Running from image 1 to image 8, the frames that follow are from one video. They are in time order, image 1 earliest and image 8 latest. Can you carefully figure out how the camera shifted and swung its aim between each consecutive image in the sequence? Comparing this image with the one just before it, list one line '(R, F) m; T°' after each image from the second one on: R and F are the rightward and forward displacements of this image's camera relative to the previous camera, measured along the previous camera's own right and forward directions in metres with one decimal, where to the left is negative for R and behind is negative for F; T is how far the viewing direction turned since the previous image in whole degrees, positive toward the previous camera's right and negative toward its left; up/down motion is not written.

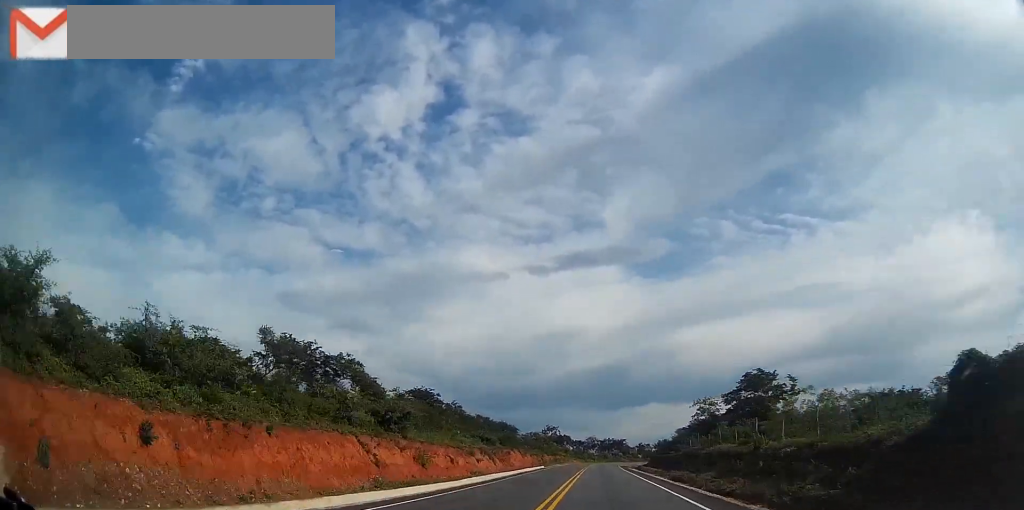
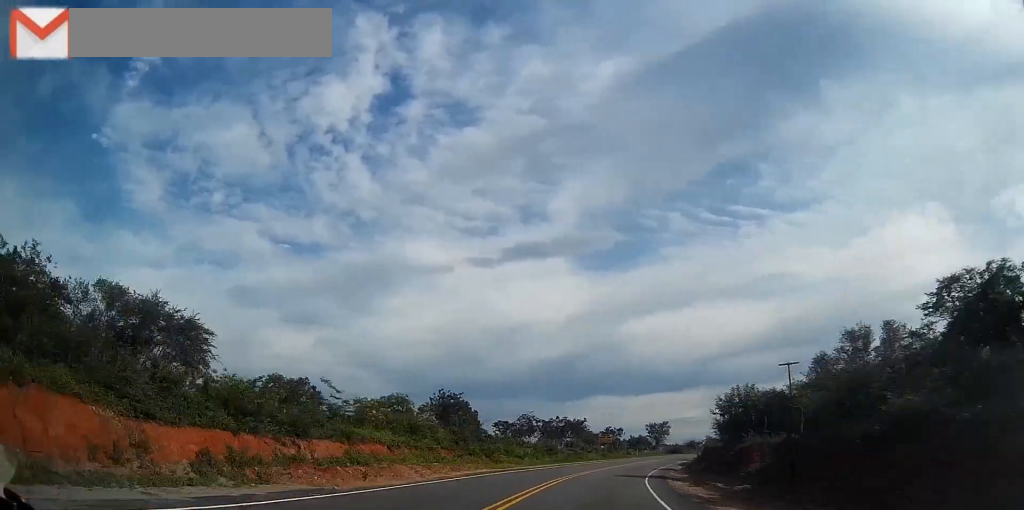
(+1.5, +80.5) m; +3°
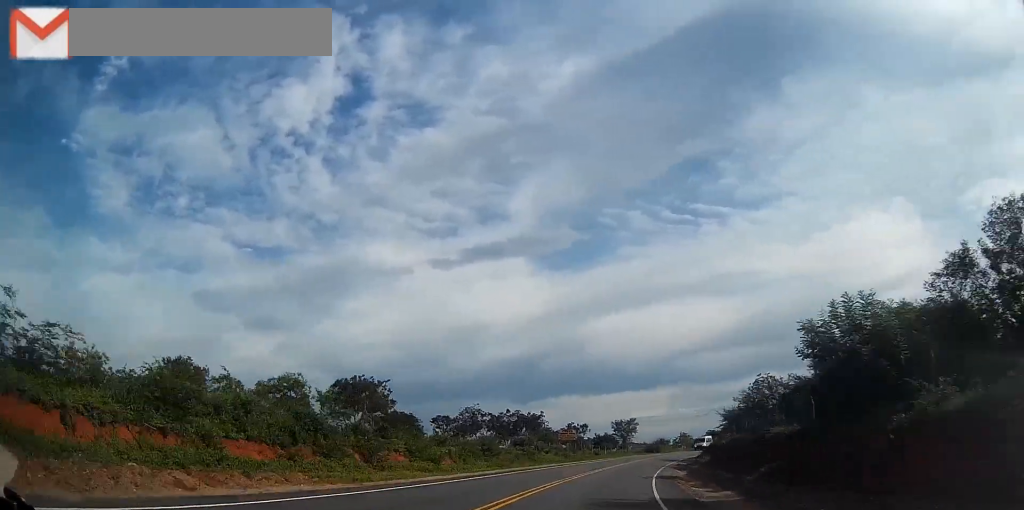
(0.0, +19.6) m; +2°
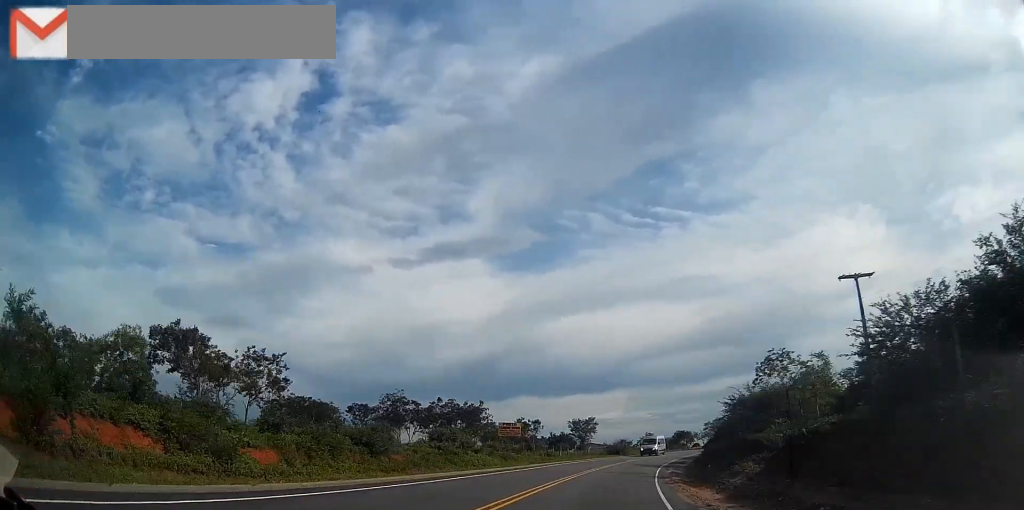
(+0.6, +17.8) m; +4°
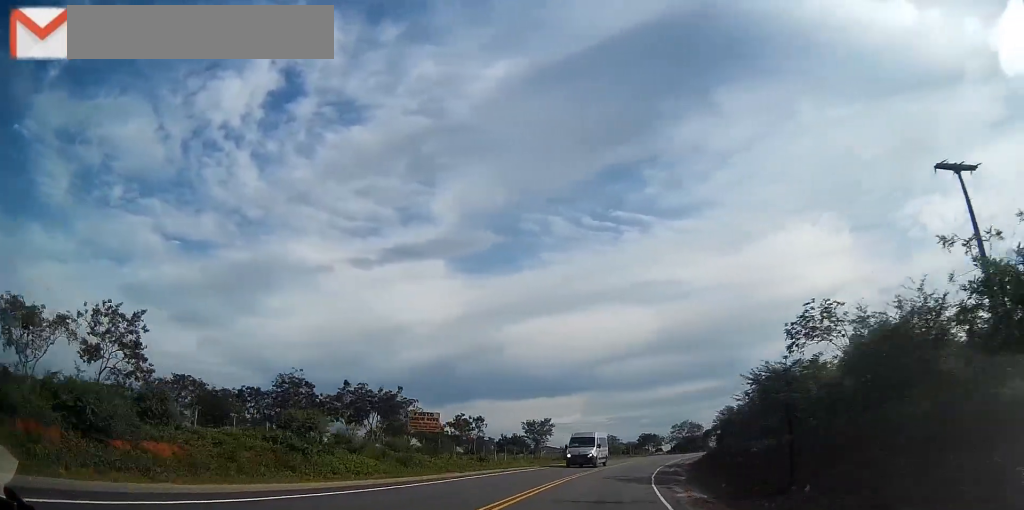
(+0.5, +16.4) m; +4°
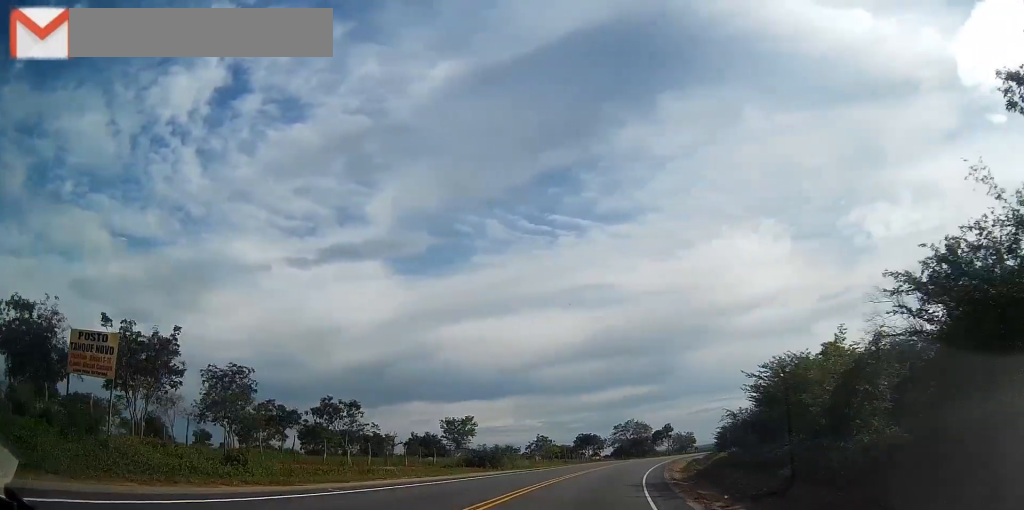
(+1.2, +24.9) m; +6°
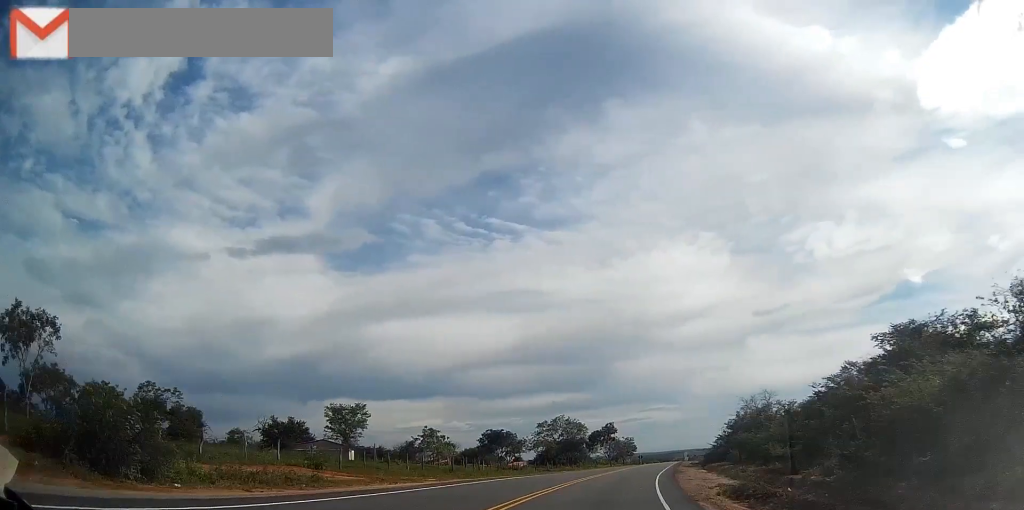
(+2.3, +31.7) m; +8°
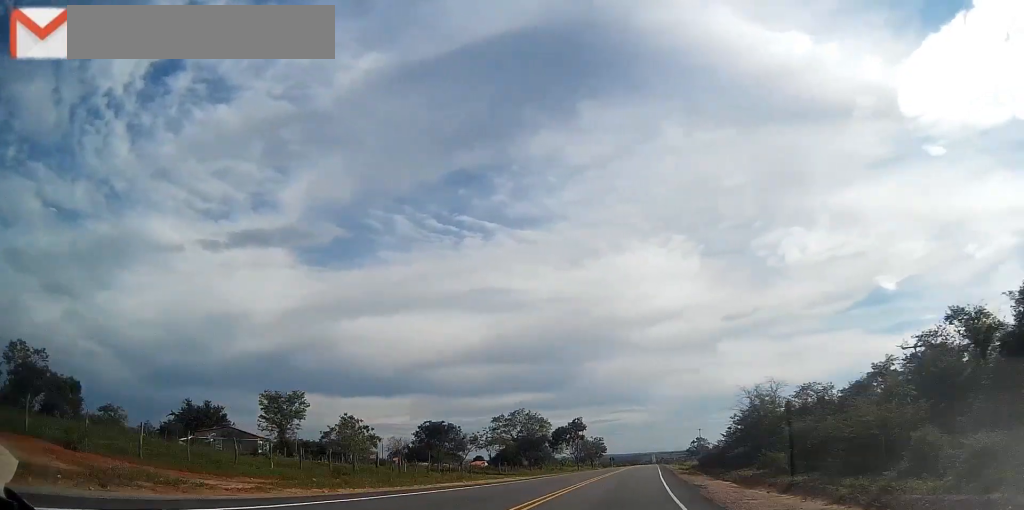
(+0.1, +15.5) m; +3°
